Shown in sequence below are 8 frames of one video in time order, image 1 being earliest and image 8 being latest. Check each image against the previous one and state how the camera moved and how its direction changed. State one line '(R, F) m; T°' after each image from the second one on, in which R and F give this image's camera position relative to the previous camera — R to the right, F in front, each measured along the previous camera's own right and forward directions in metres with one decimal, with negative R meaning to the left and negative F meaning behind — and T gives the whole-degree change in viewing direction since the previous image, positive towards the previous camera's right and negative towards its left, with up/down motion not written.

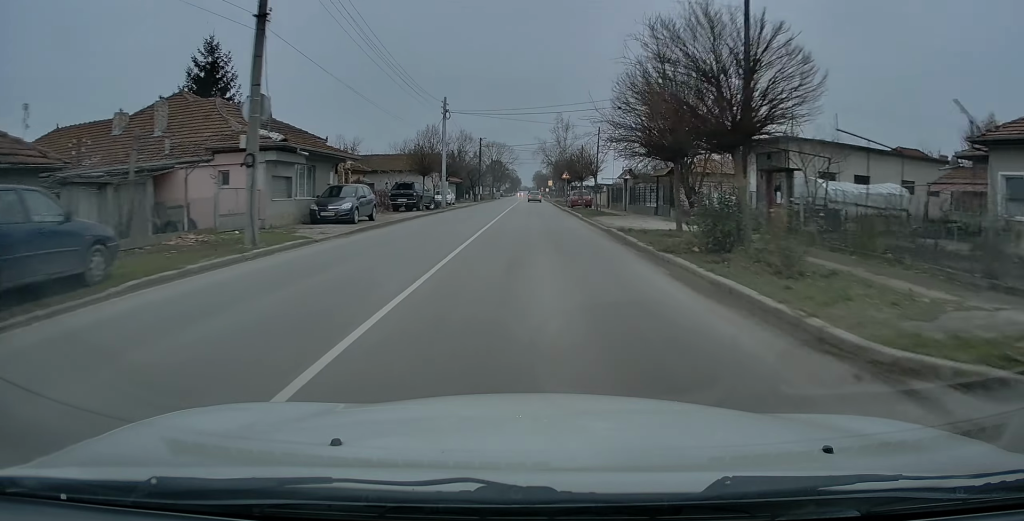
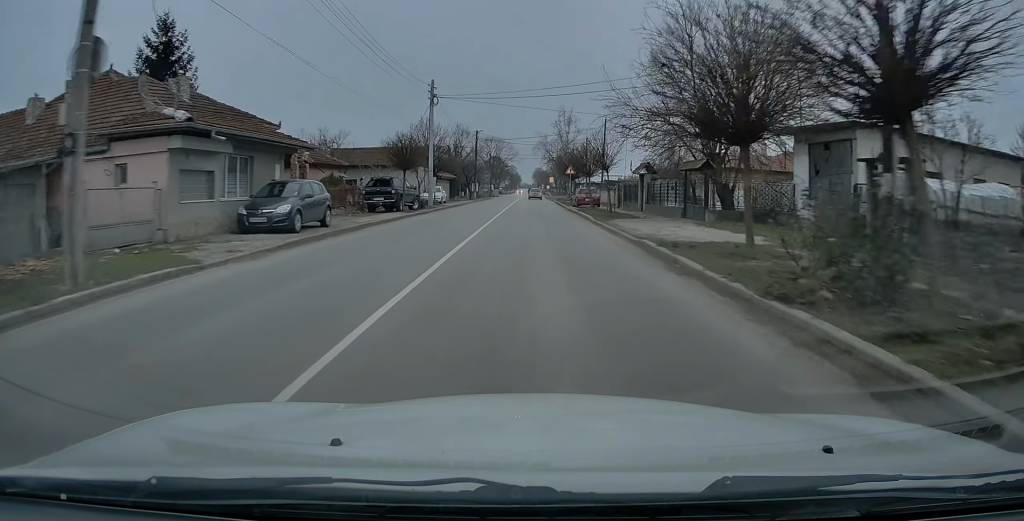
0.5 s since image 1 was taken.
(-0.1, +6.2) m; -1°
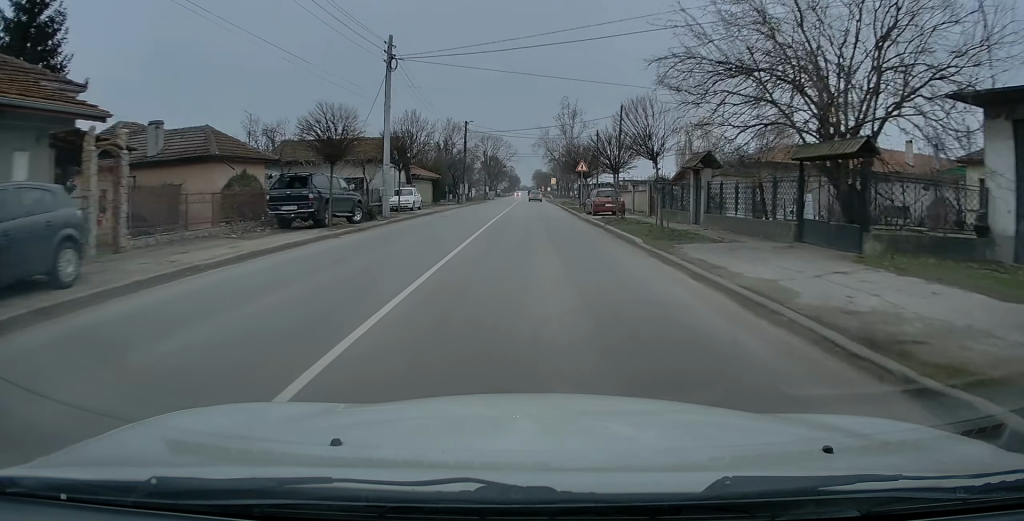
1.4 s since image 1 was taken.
(-0.1, +12.4) m; -1°
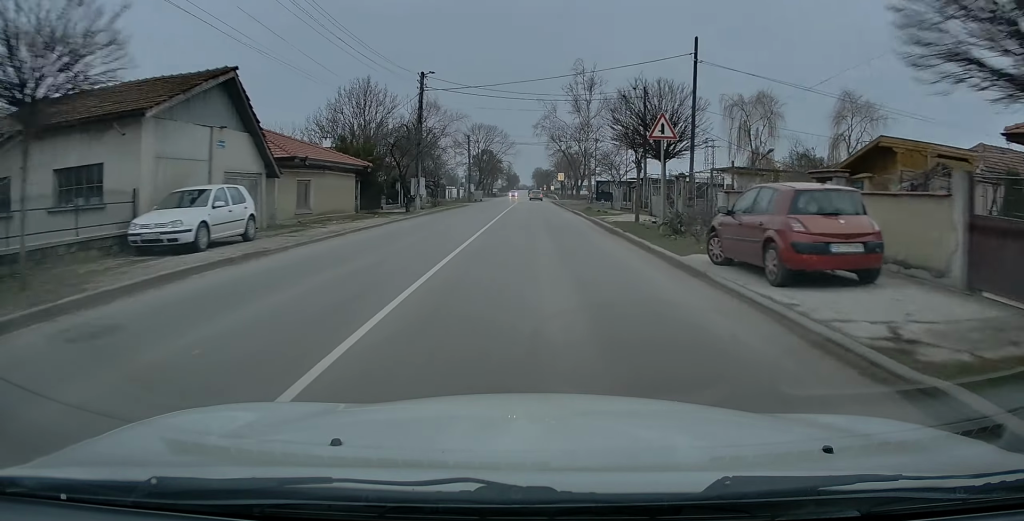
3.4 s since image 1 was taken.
(+0.2, +26.1) m; +1°
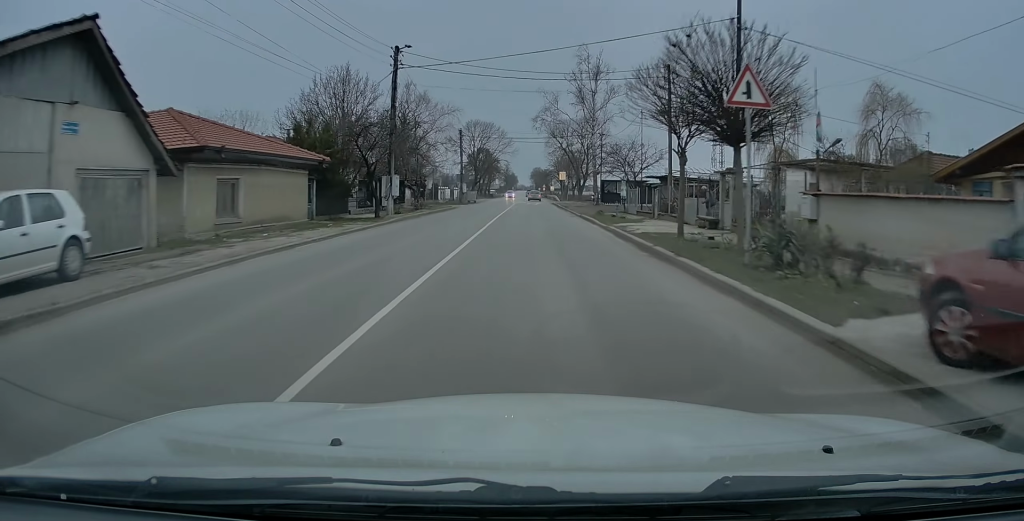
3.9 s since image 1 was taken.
(+0.1, +7.0) m; 0°
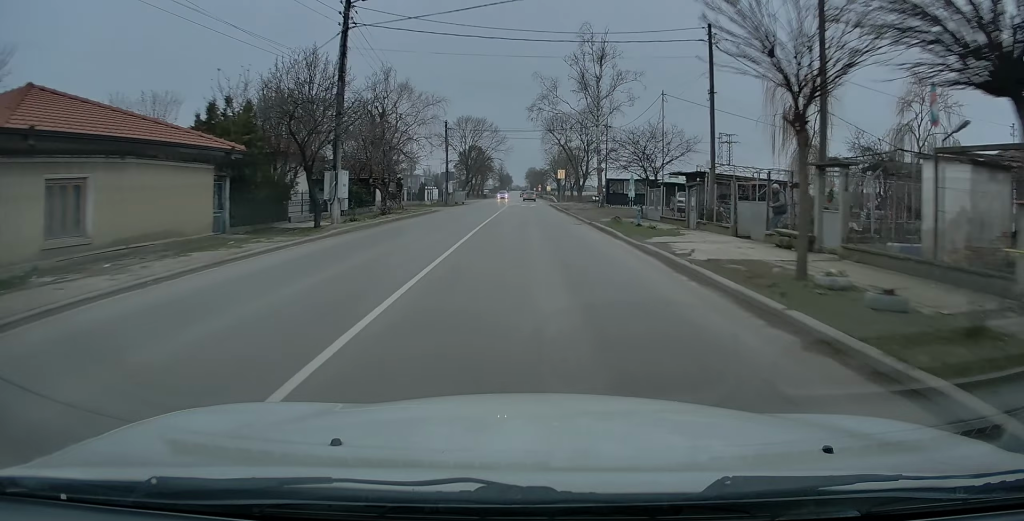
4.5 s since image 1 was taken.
(-0.1, +7.9) m; 0°
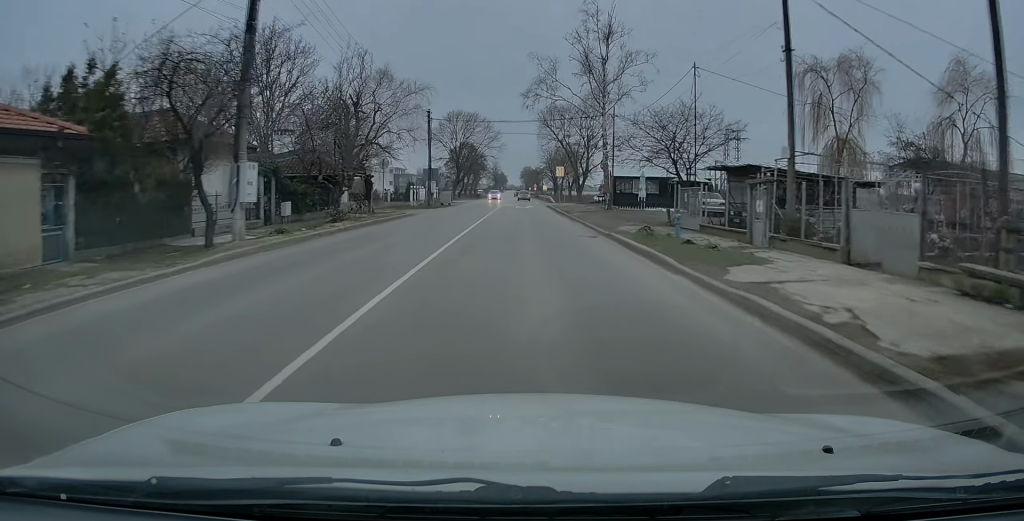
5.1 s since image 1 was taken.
(-0.1, +7.4) m; 0°
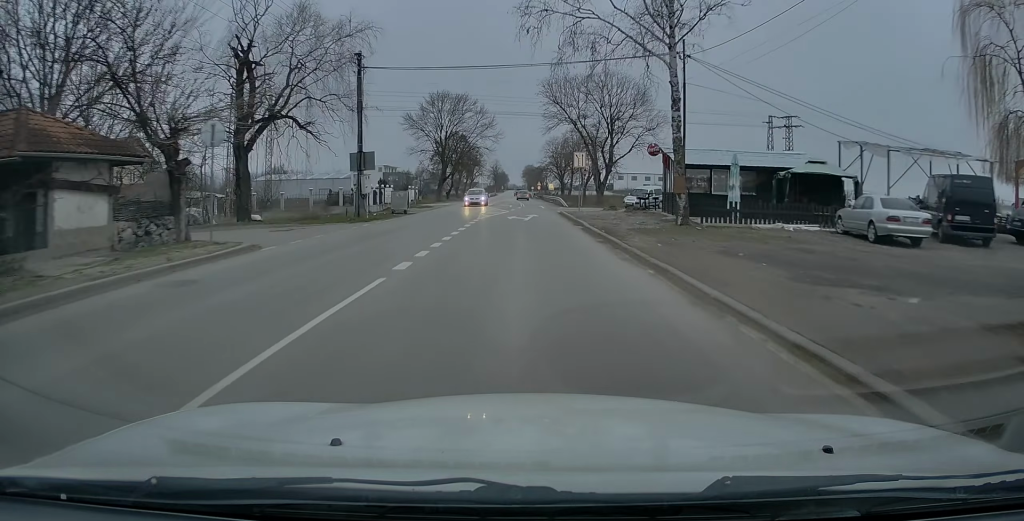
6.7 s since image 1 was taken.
(+0.3, +21.4) m; +1°
